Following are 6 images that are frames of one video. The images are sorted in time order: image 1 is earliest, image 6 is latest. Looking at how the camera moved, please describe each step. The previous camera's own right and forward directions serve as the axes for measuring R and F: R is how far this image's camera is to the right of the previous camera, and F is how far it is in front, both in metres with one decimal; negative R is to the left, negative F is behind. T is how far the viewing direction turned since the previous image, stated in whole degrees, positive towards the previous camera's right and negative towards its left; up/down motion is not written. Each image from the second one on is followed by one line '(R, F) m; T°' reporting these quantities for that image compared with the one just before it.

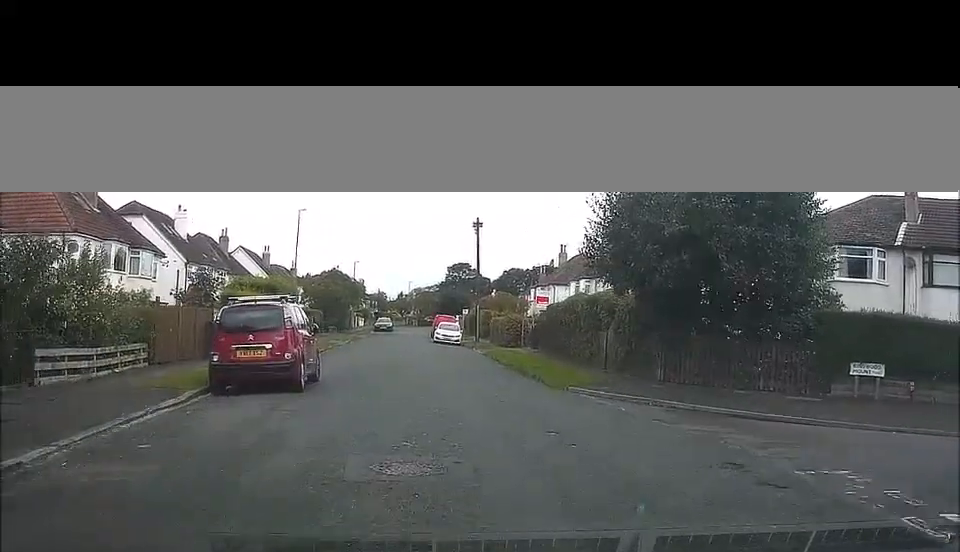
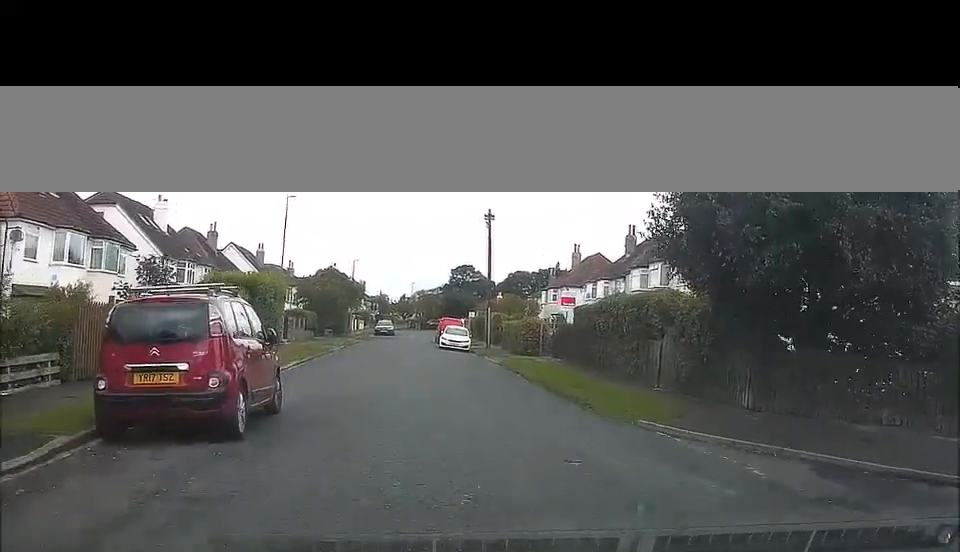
(0.0, +4.3) m; 0°
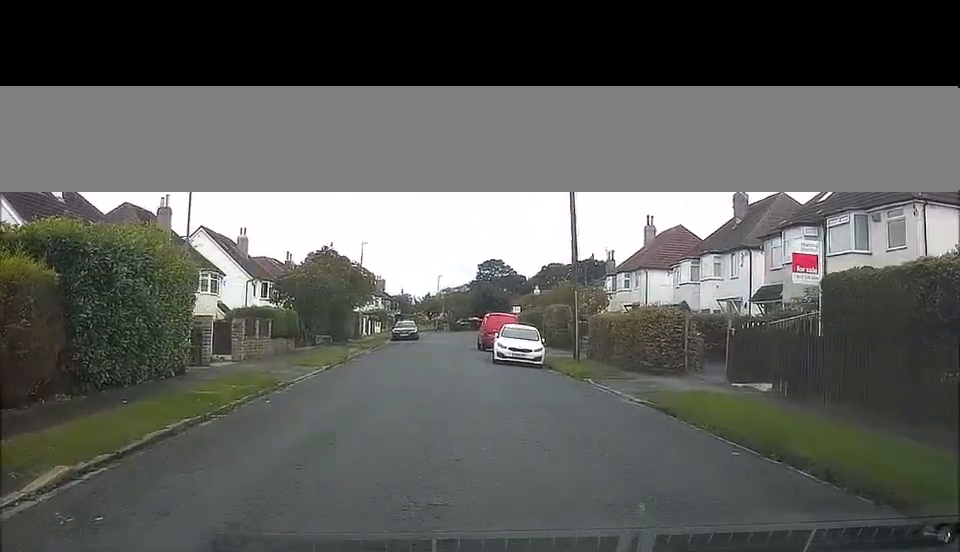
(-0.3, +18.8) m; -3°
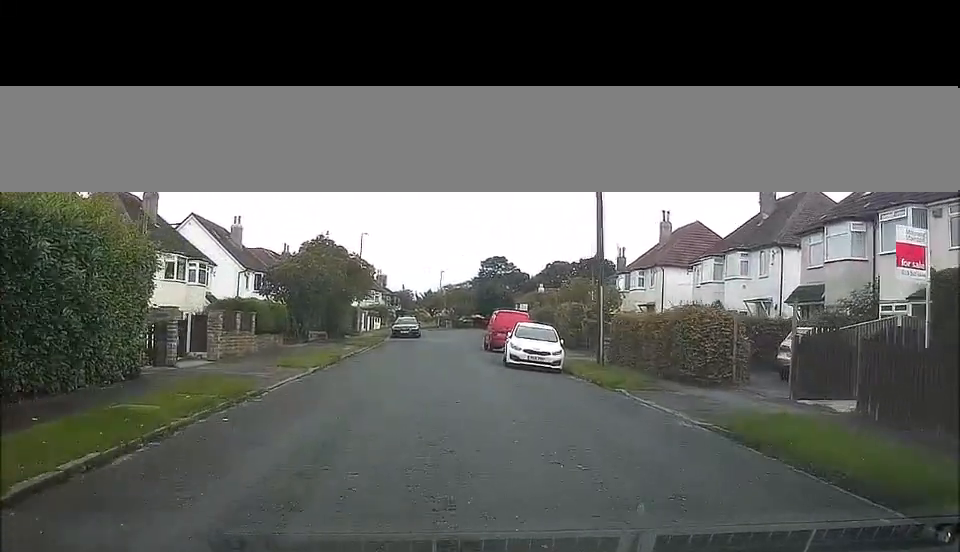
(-0.1, +3.0) m; 0°
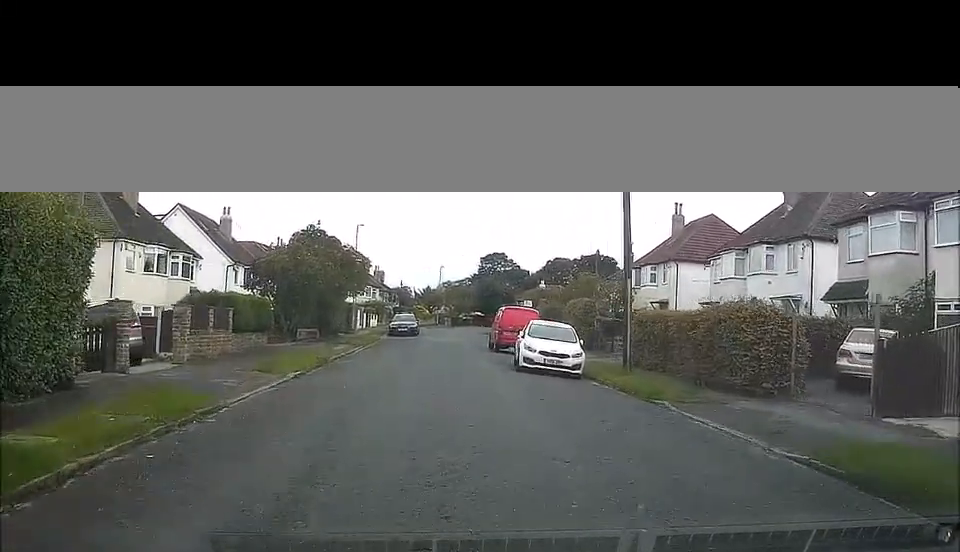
(+0.1, +3.5) m; 0°
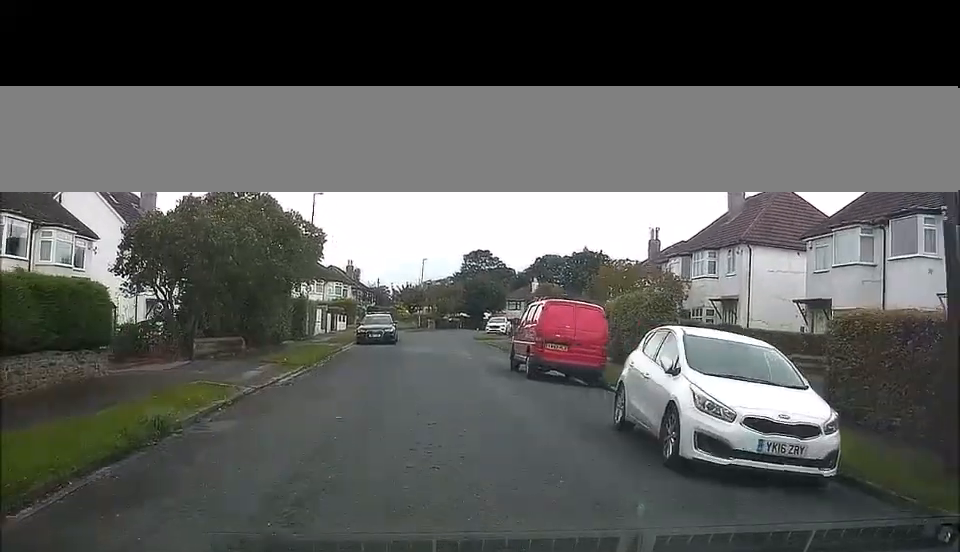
(+0.1, +15.5) m; +2°
